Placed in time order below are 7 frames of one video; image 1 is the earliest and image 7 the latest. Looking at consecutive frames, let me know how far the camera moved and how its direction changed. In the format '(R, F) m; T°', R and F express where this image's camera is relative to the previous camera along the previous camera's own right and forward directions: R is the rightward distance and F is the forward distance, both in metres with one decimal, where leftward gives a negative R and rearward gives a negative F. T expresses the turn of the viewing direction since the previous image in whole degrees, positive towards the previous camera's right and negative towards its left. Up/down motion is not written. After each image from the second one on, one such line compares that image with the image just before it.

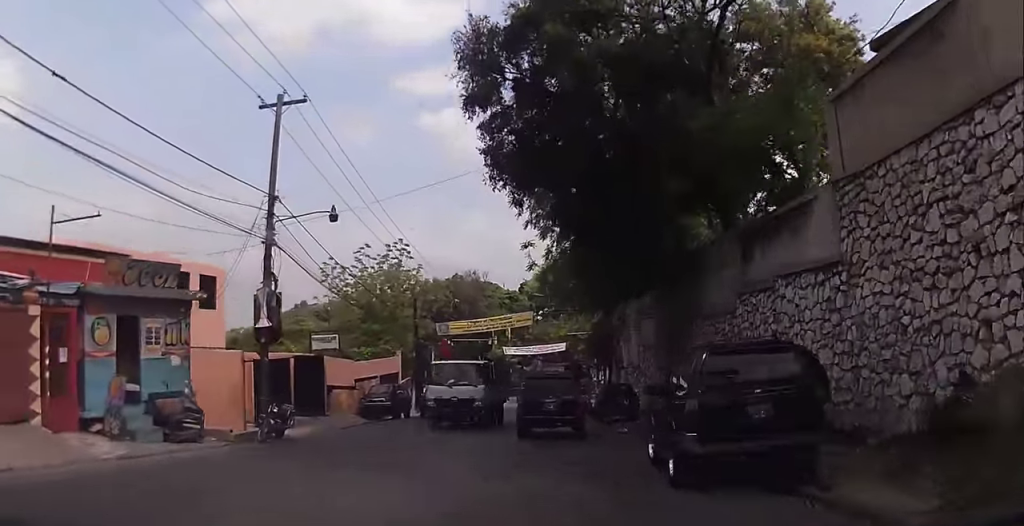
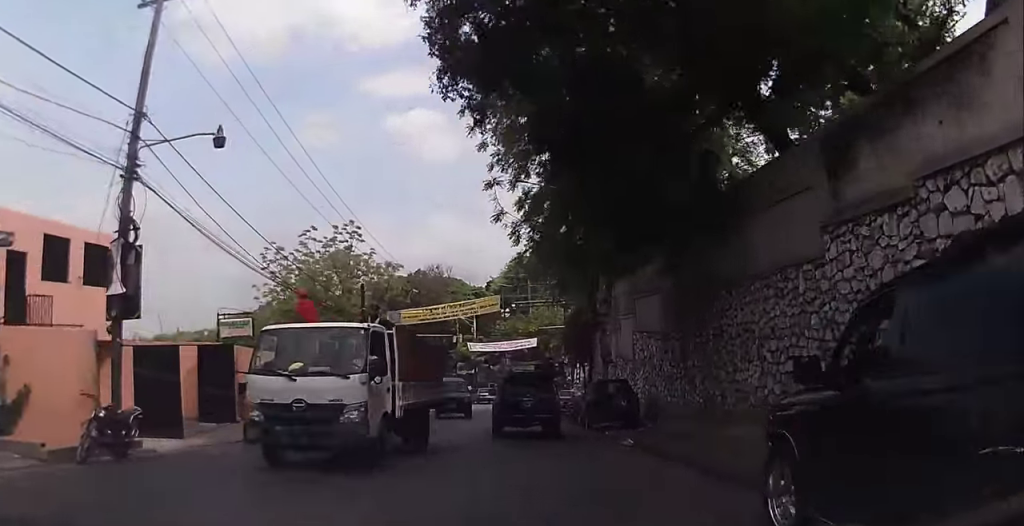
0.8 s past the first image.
(0.0, +6.4) m; +1°
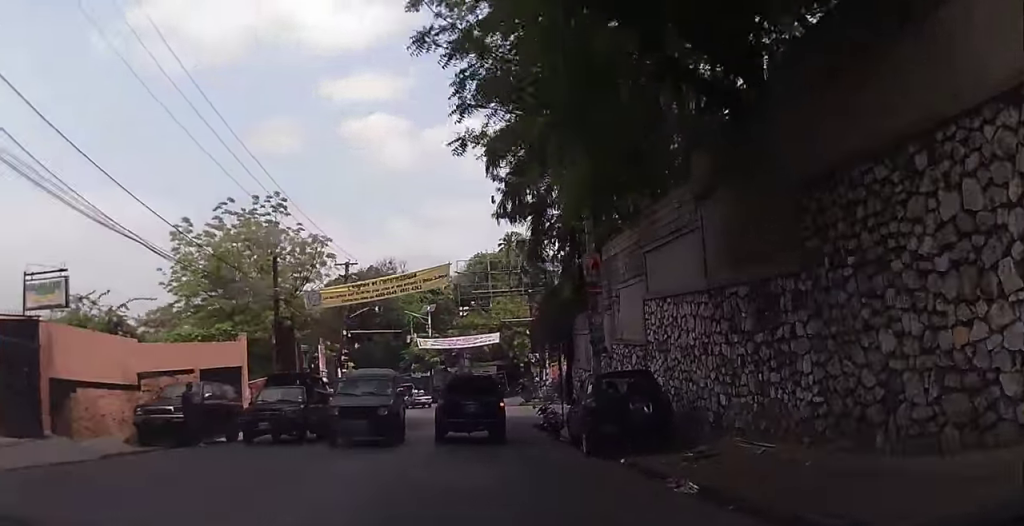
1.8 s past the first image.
(+0.2, +8.6) m; +4°
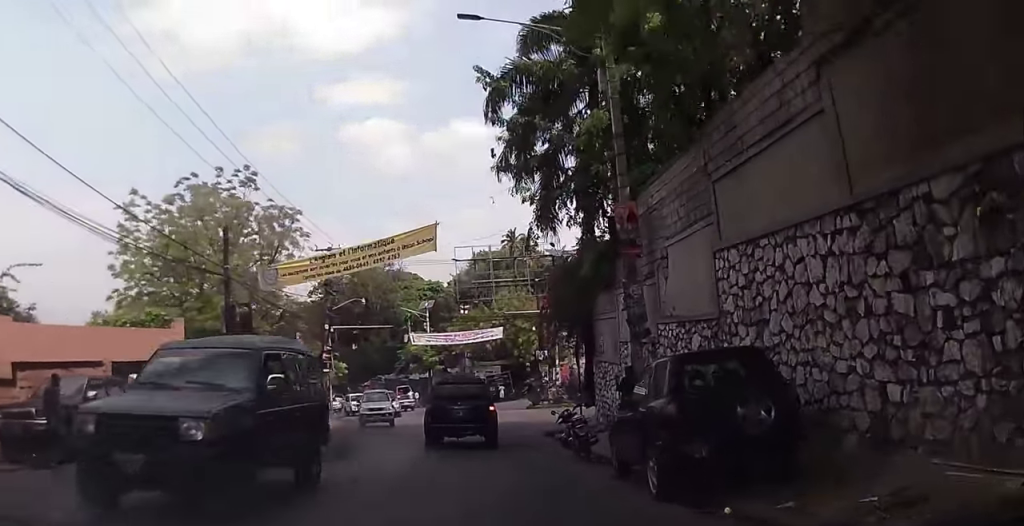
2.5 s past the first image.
(+0.2, +5.7) m; +2°
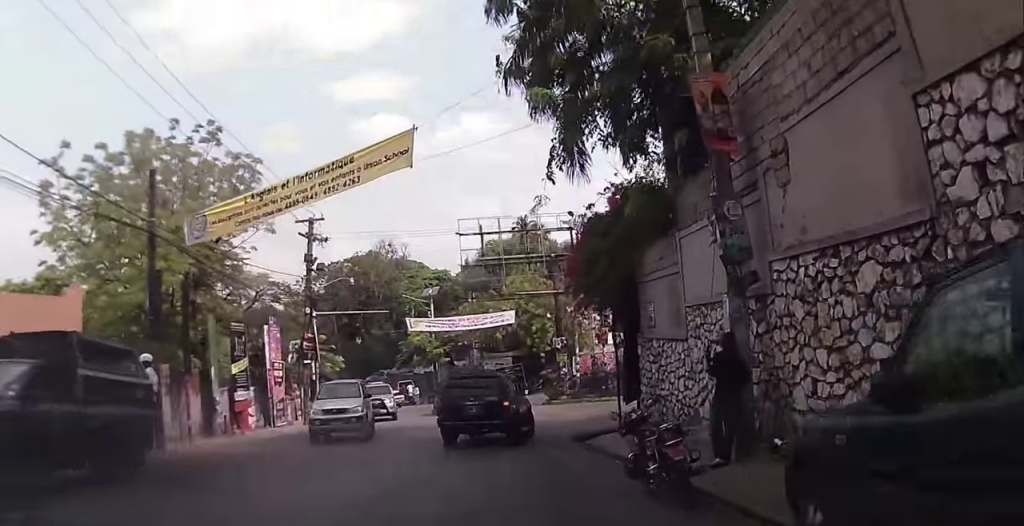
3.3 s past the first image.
(0.0, +6.0) m; -1°
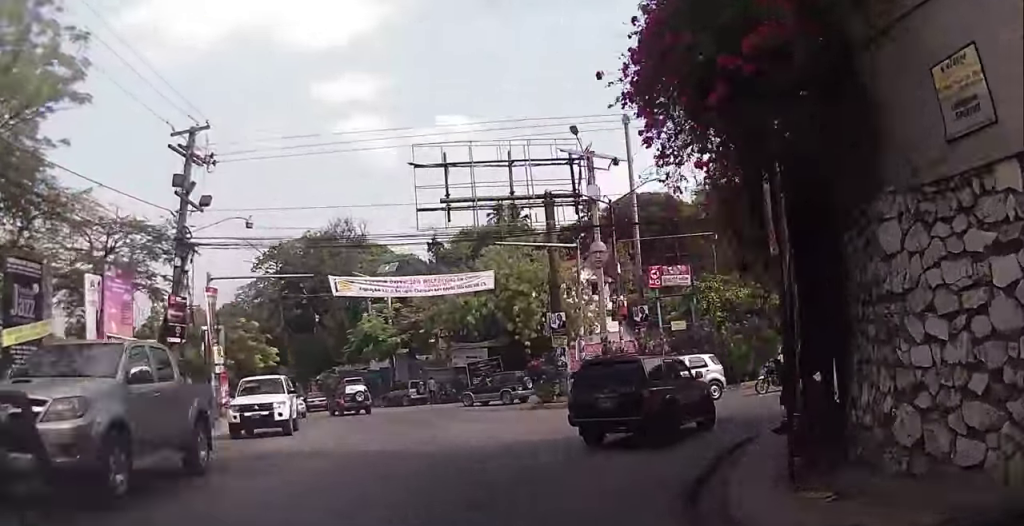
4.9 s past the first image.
(-0.2, +12.2) m; +3°
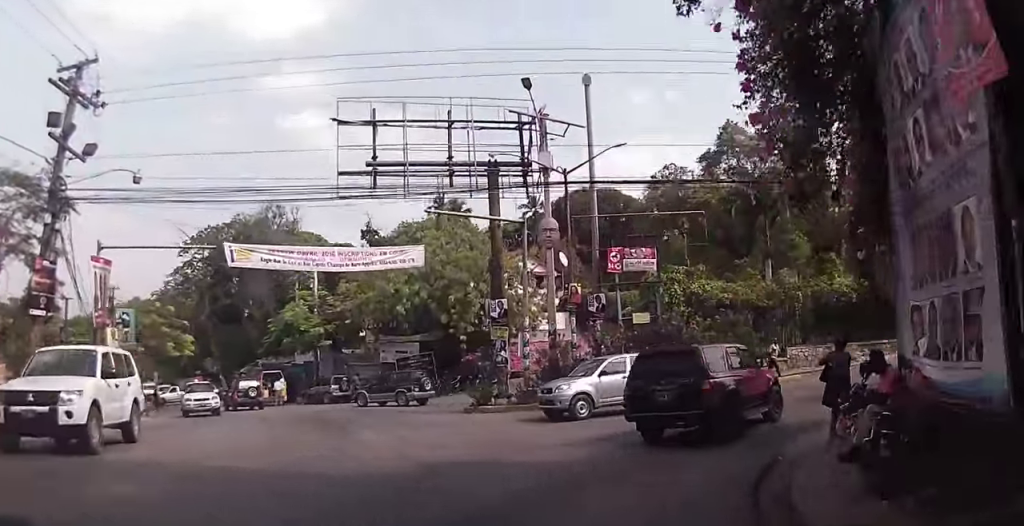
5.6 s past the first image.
(0.0, +4.4) m; +7°
